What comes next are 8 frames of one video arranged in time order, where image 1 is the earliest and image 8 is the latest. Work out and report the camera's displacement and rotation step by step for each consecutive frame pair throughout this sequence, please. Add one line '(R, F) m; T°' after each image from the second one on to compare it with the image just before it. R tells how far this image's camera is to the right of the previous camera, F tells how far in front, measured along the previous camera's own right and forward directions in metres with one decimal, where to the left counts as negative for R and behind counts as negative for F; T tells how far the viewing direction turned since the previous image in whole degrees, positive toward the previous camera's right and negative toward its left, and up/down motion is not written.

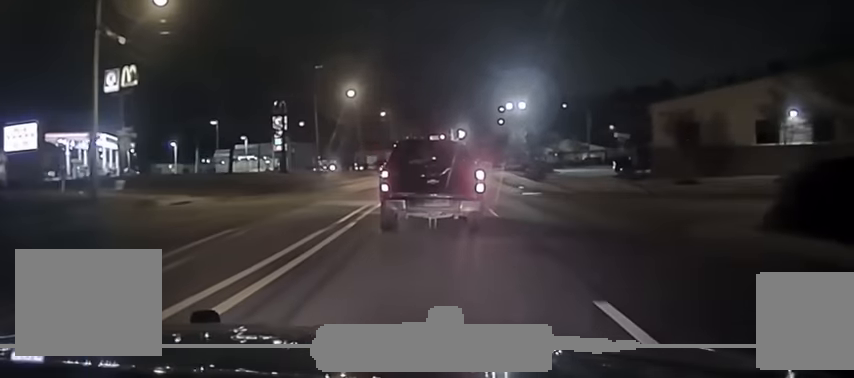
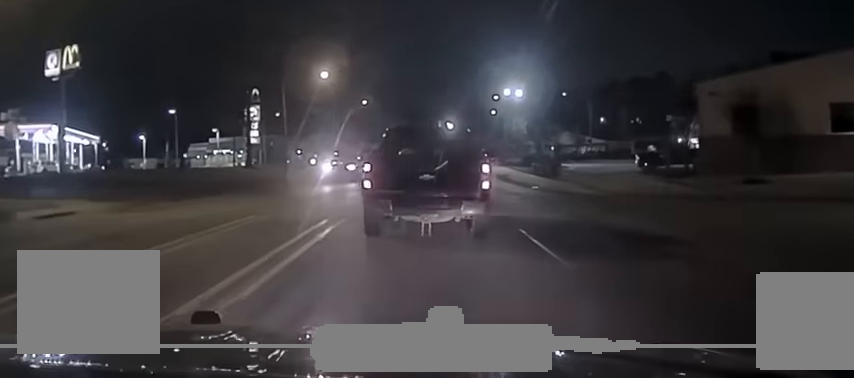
(-0.1, +11.8) m; 0°
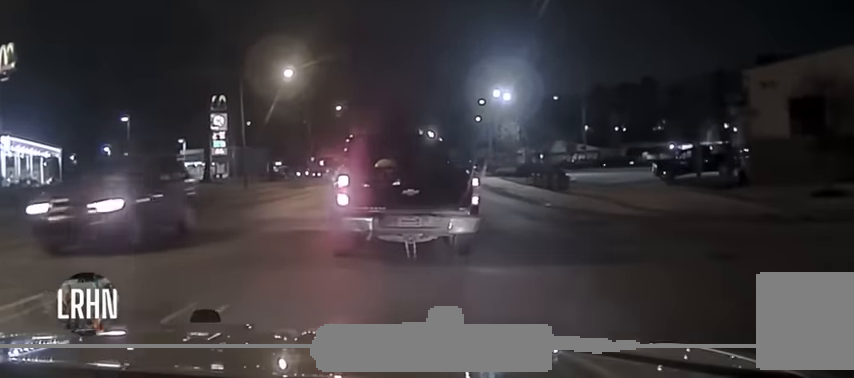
(0.0, +11.3) m; +1°
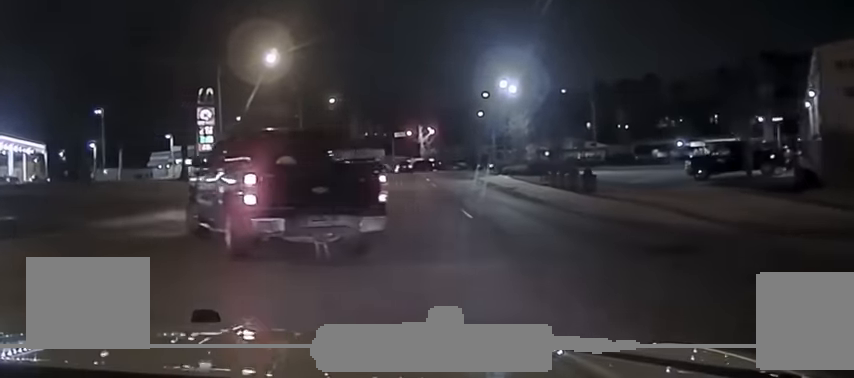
(+0.2, +6.2) m; 0°
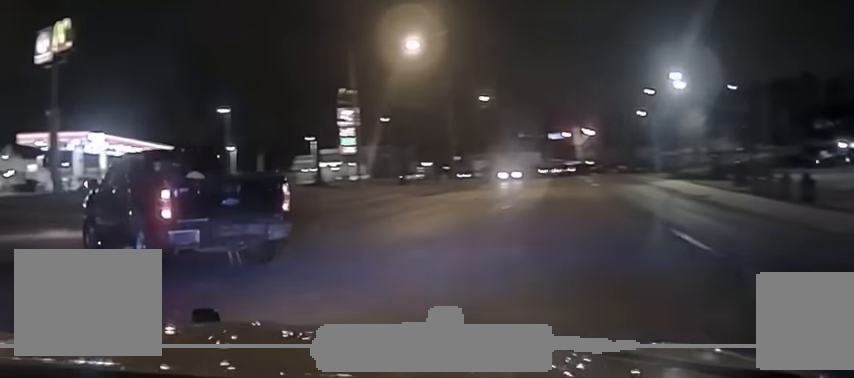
(-0.4, +5.8) m; -13°
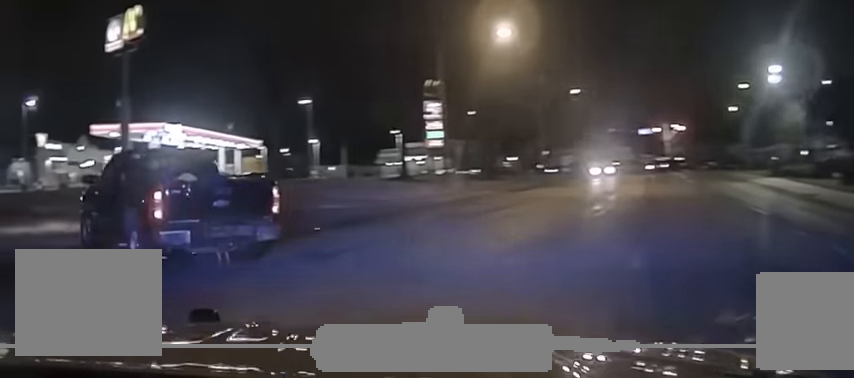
(0.0, +2.2) m; -7°
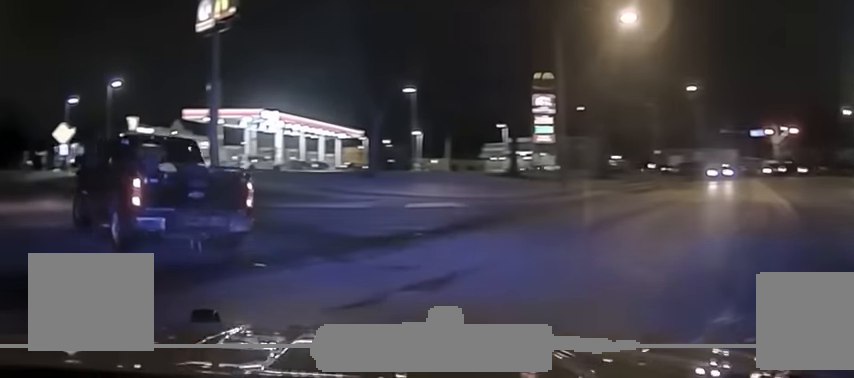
(-0.4, +3.1) m; -6°
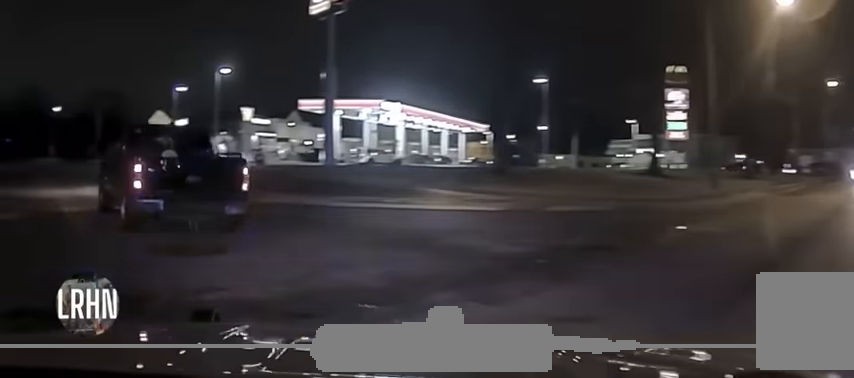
(-0.3, +3.6) m; -7°
